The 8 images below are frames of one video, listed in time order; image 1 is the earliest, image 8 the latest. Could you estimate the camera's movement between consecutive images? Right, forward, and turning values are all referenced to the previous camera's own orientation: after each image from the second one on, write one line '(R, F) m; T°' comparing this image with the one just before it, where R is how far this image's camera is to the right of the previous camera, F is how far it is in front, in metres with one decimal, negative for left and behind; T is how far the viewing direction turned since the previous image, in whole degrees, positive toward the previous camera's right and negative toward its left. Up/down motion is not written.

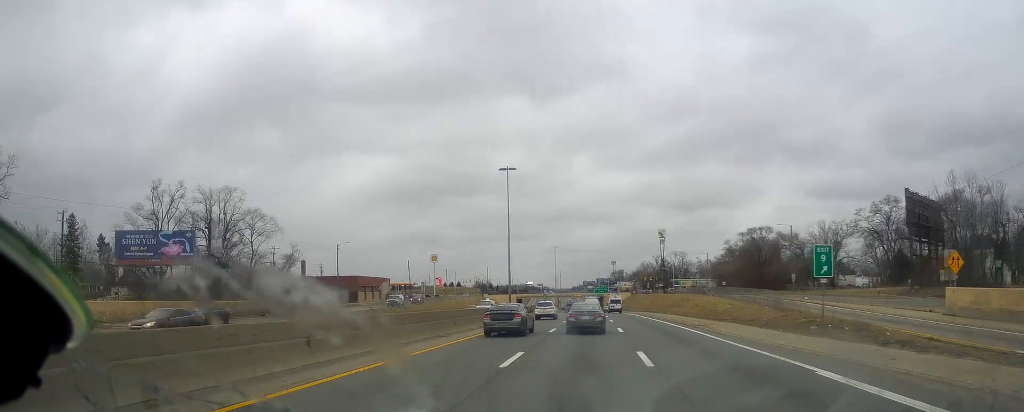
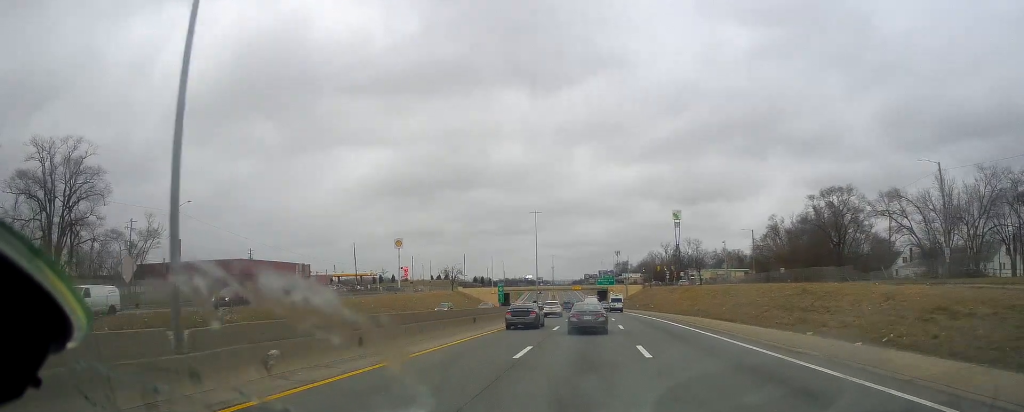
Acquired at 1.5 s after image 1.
(-0.9, +43.0) m; -2°
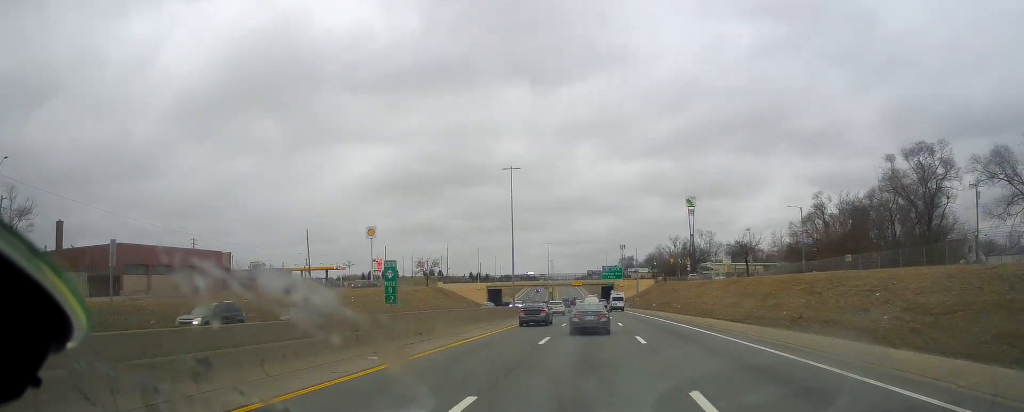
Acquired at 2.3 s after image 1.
(+0.2, +25.7) m; +1°
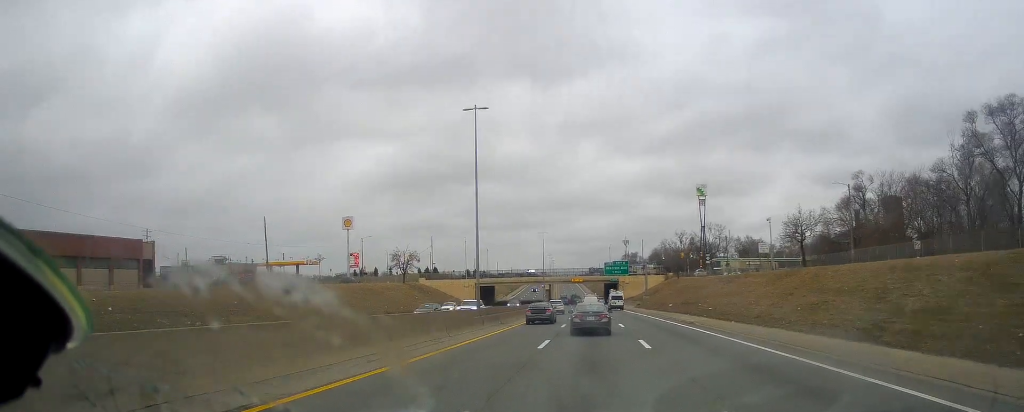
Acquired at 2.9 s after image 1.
(+0.1, +16.8) m; 0°
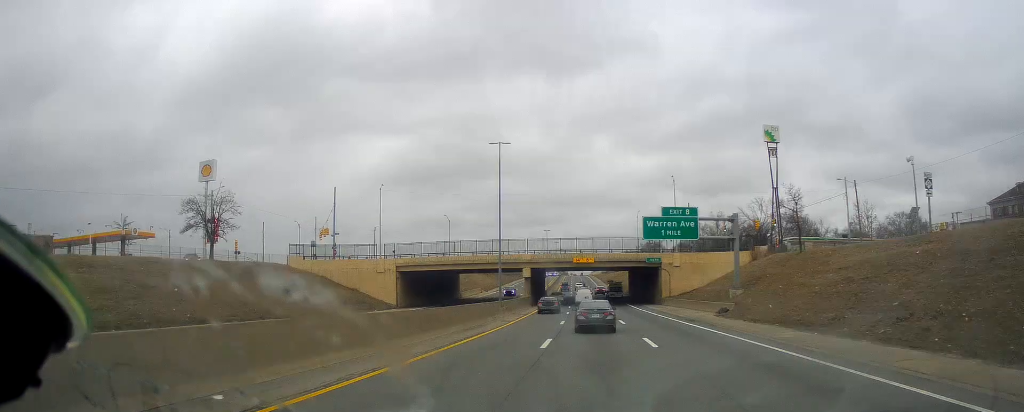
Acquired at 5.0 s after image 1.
(-1.2, +61.9) m; -2°
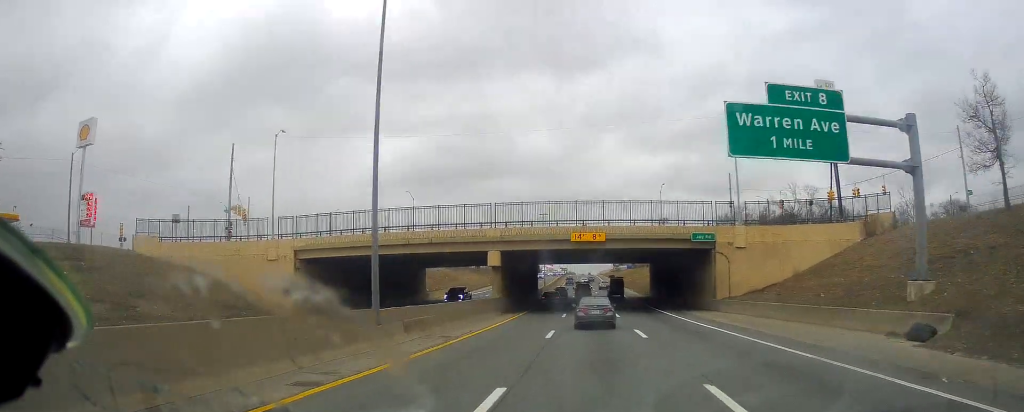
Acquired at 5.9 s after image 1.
(0.0, +28.1) m; 0°
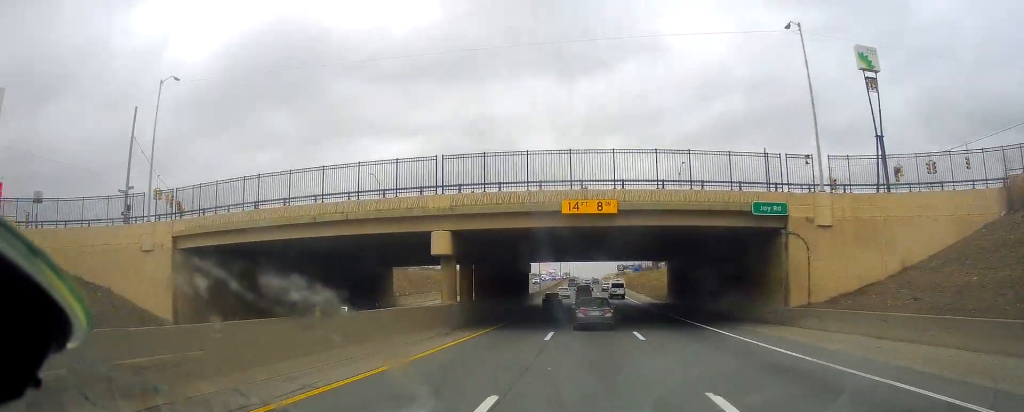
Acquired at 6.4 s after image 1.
(+0.1, +15.9) m; -1°
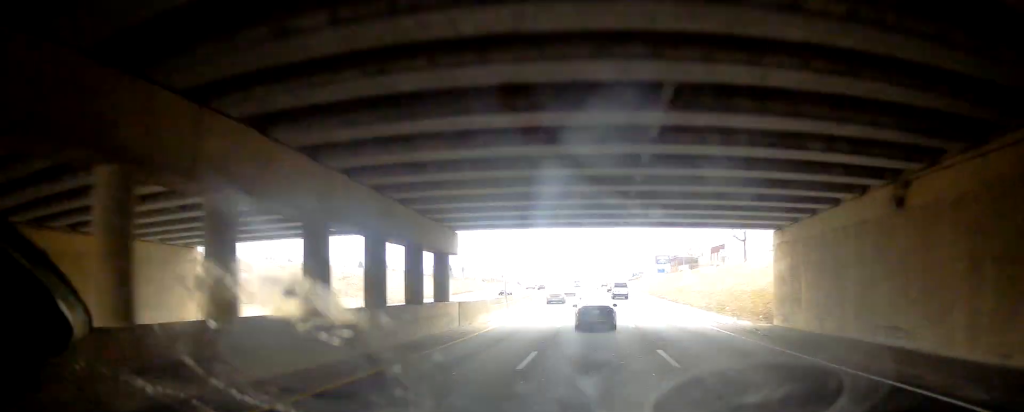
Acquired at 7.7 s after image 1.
(-0.7, +38.9) m; 0°
